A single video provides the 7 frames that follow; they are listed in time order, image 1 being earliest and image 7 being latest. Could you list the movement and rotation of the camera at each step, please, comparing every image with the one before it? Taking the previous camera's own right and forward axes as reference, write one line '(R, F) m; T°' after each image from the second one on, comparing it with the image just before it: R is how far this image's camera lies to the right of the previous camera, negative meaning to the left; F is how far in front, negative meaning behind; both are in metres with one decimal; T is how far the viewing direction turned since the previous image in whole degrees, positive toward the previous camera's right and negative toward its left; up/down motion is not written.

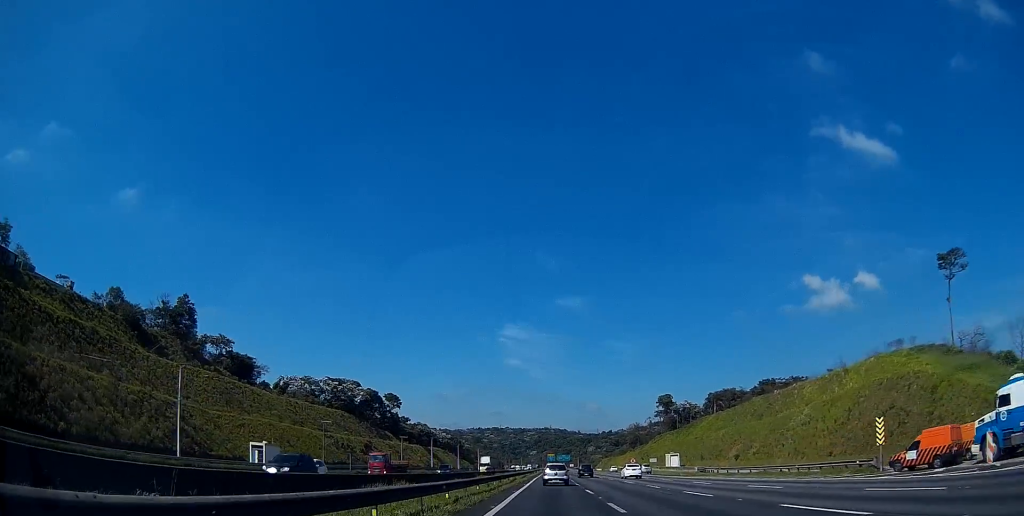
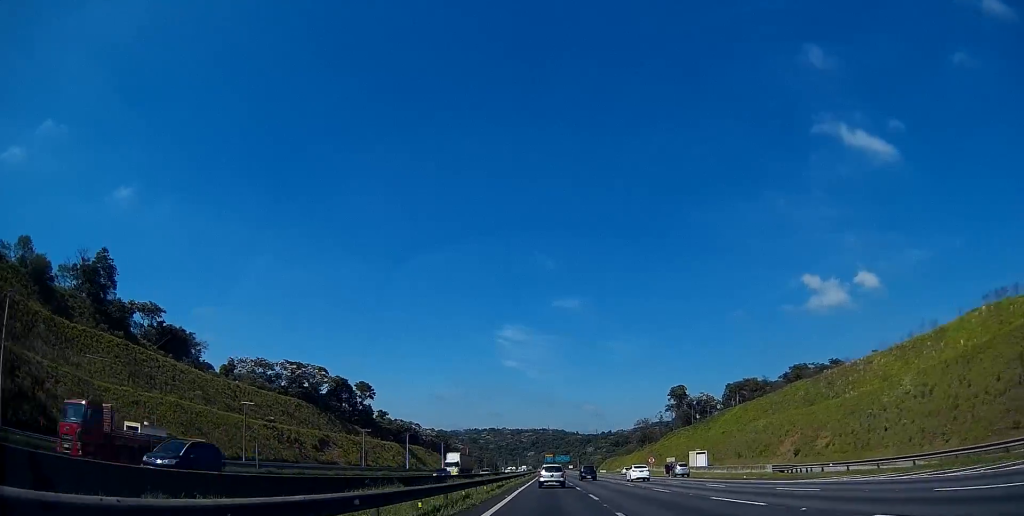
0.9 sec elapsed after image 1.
(0.0, +31.7) m; 0°
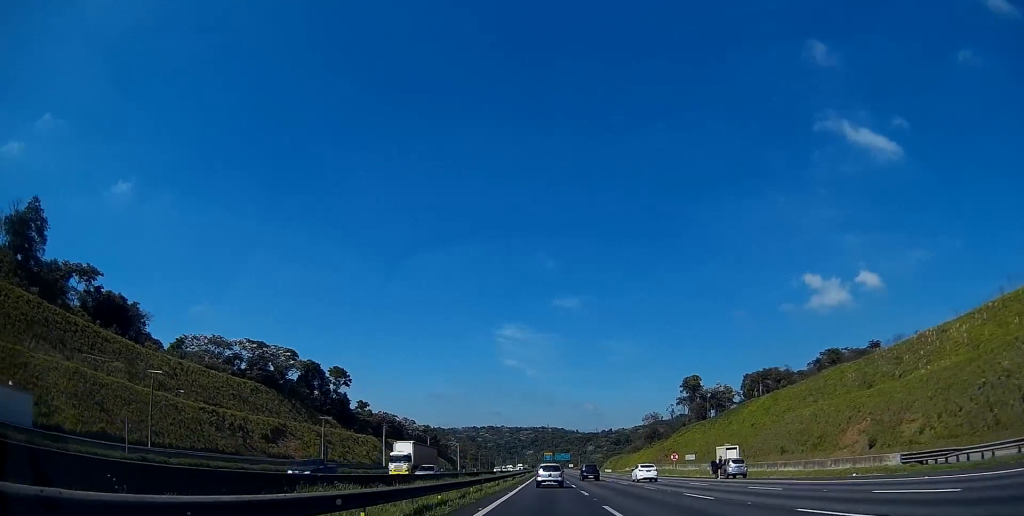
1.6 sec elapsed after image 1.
(0.0, +21.8) m; 0°
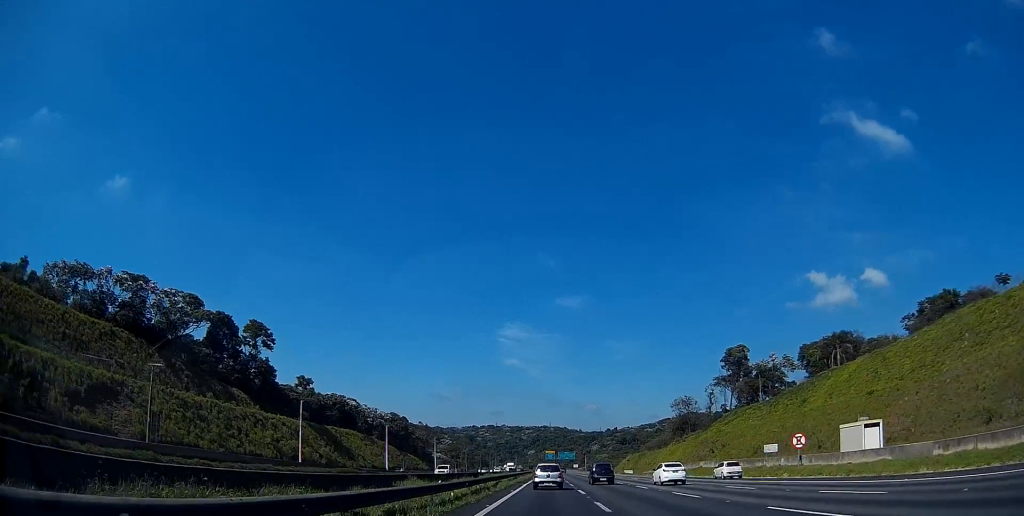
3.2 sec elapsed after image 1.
(+0.1, +43.7) m; 0°
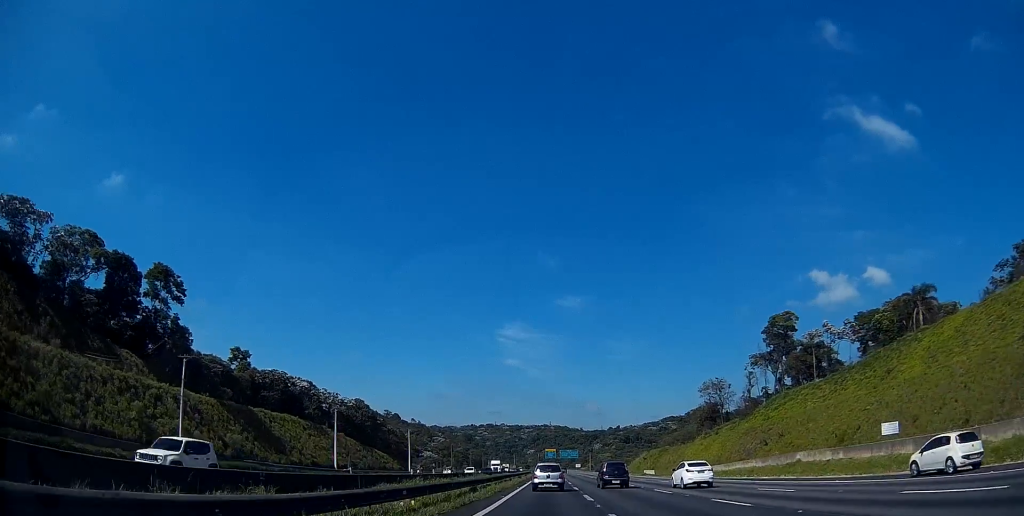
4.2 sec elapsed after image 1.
(0.0, +30.2) m; 0°
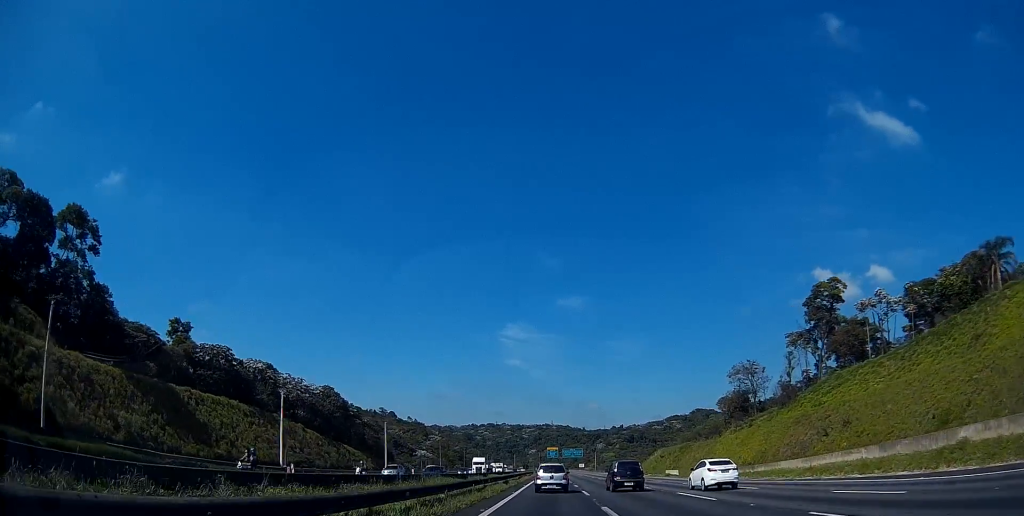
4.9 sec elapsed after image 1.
(0.0, +22.1) m; 0°
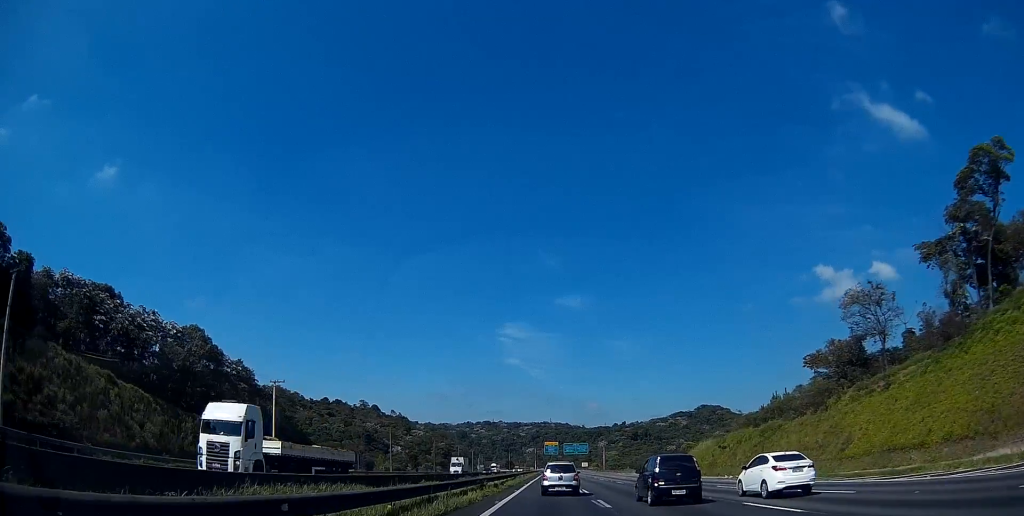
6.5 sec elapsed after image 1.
(-0.3, +53.7) m; 0°
